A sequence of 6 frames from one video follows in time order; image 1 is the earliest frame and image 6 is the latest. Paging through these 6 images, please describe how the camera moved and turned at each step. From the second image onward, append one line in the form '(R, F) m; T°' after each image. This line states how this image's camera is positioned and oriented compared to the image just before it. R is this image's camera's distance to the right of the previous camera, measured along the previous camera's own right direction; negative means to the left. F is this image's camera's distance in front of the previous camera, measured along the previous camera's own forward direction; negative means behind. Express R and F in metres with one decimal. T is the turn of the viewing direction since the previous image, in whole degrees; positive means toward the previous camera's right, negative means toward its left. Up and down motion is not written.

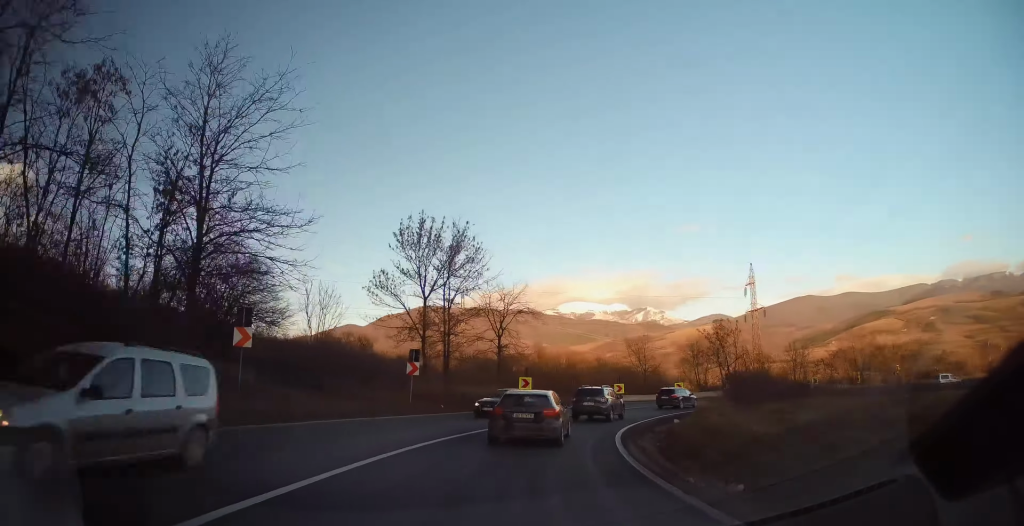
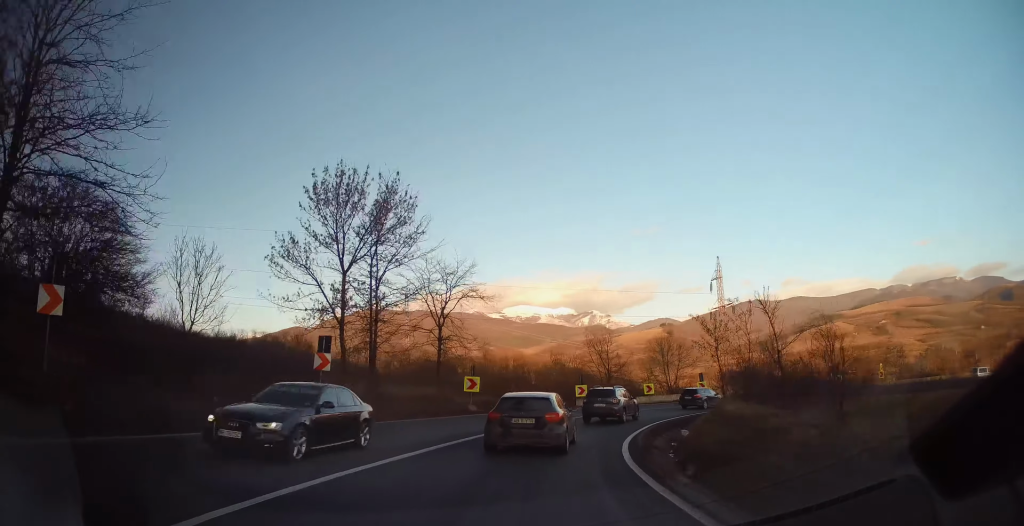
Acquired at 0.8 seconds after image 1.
(+0.4, +6.8) m; +6°
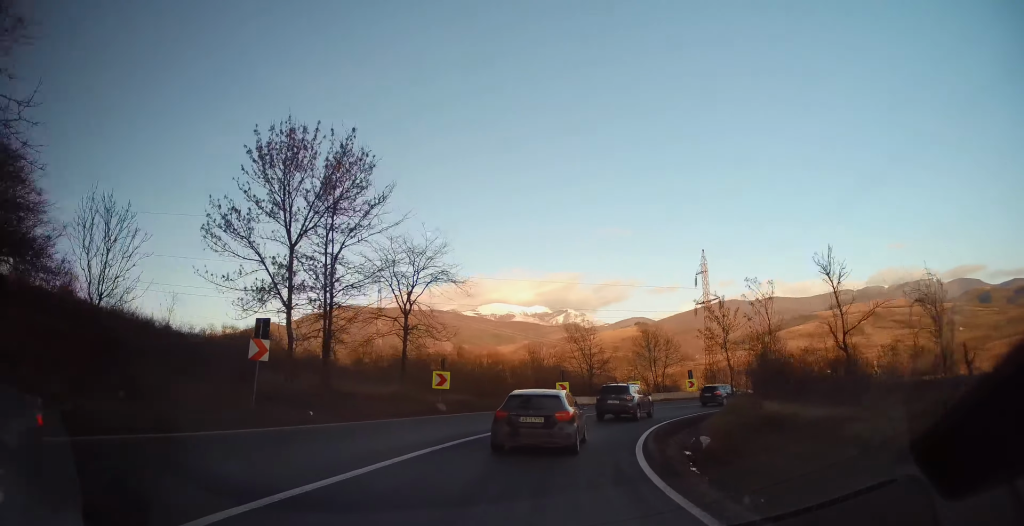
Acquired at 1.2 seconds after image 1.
(0.0, +3.6) m; +4°
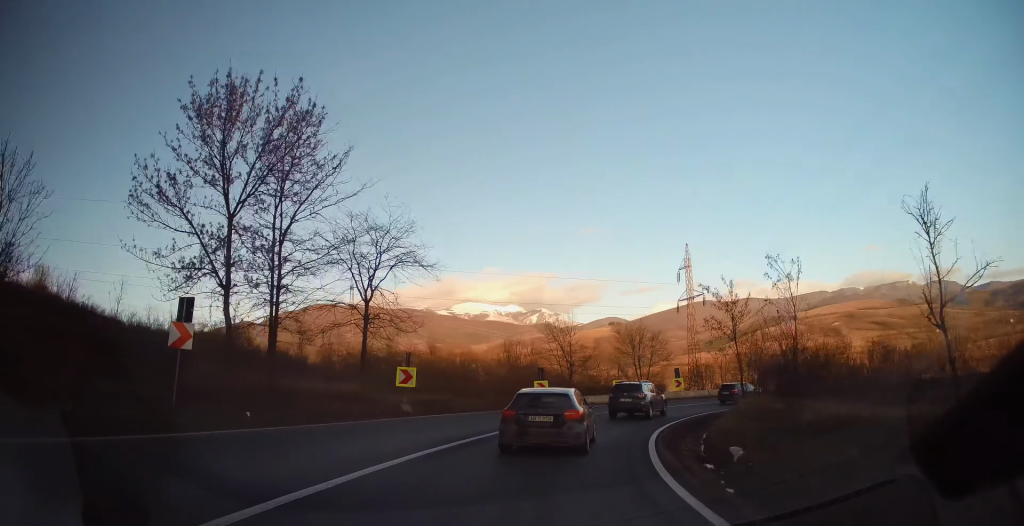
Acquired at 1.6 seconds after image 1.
(+0.2, +3.1) m; +3°
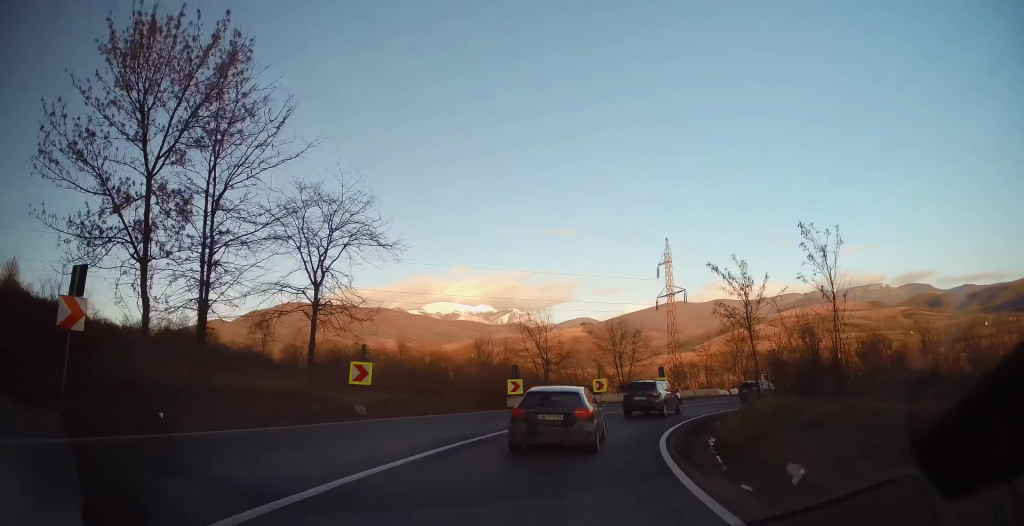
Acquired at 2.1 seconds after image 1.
(+0.1, +3.4) m; +3°
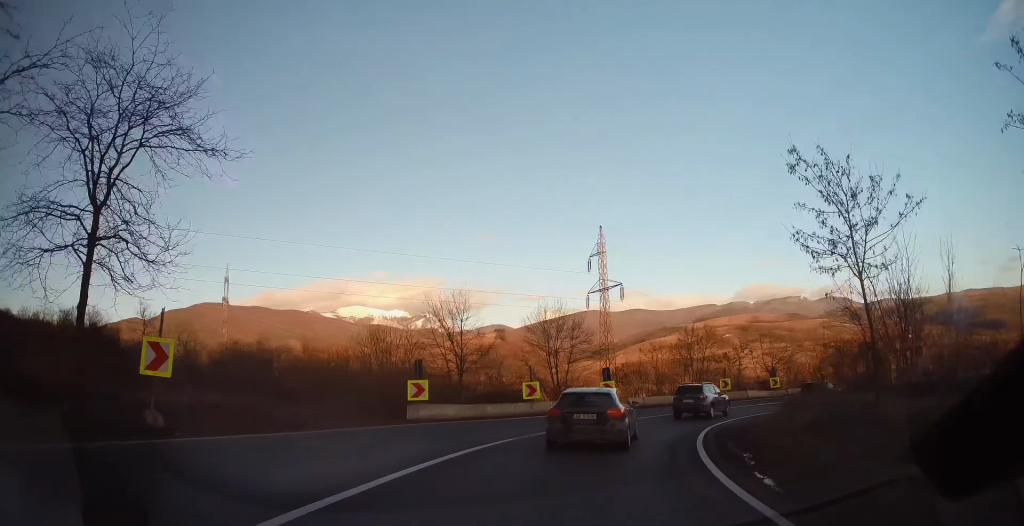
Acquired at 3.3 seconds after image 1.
(+0.6, +9.0) m; +10°
